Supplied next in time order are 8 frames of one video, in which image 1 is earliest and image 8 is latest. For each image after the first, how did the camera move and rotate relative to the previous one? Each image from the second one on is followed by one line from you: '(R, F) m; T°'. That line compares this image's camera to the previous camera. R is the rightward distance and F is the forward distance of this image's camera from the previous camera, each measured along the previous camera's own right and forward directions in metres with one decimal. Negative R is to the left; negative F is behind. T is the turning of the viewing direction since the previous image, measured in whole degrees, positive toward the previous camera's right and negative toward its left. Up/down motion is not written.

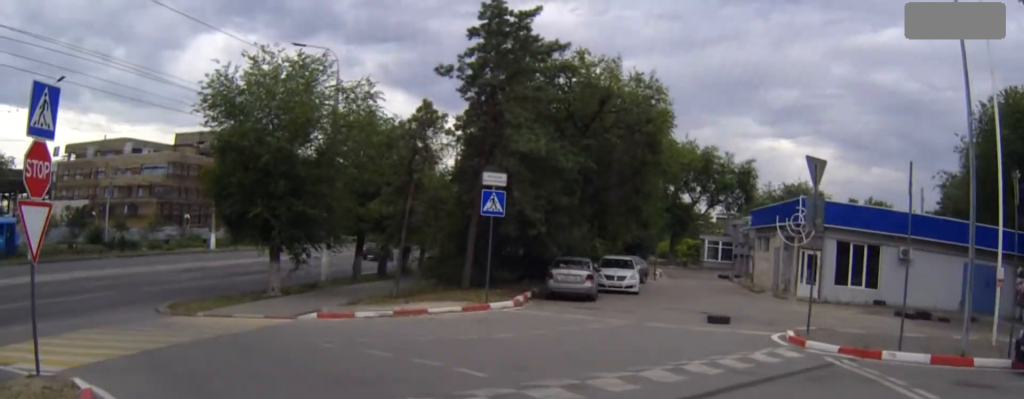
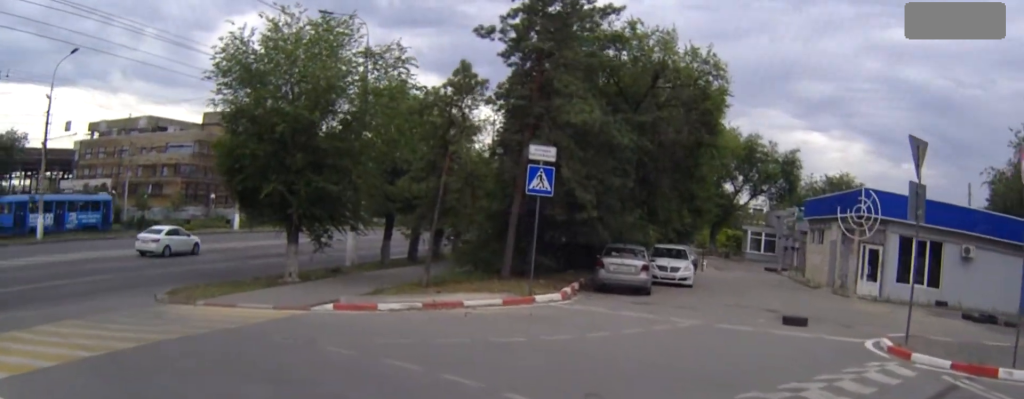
(-0.1, +3.5) m; -2°
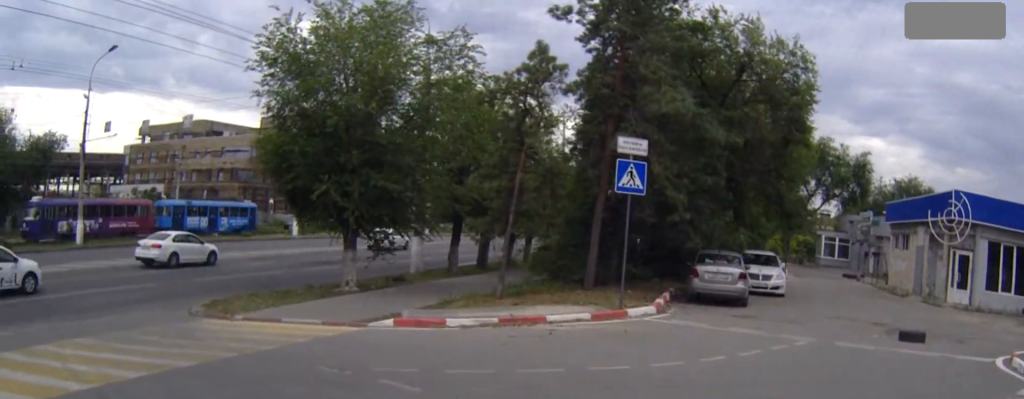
(-0.1, +3.6) m; -3°
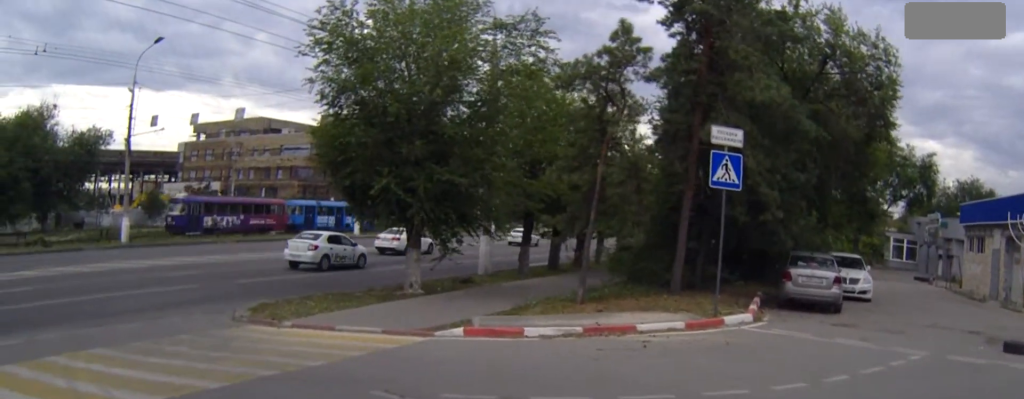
(0.0, +2.3) m; -7°
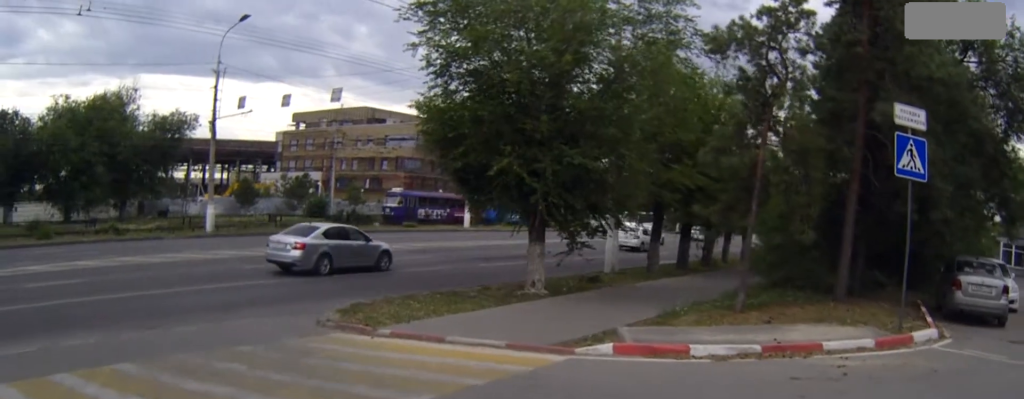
(-0.4, +3.3) m; -12°
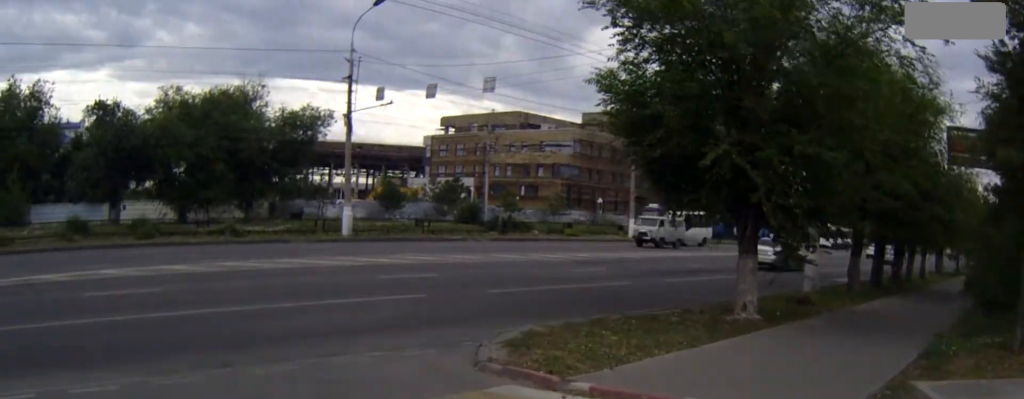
(-0.4, +4.1) m; -12°
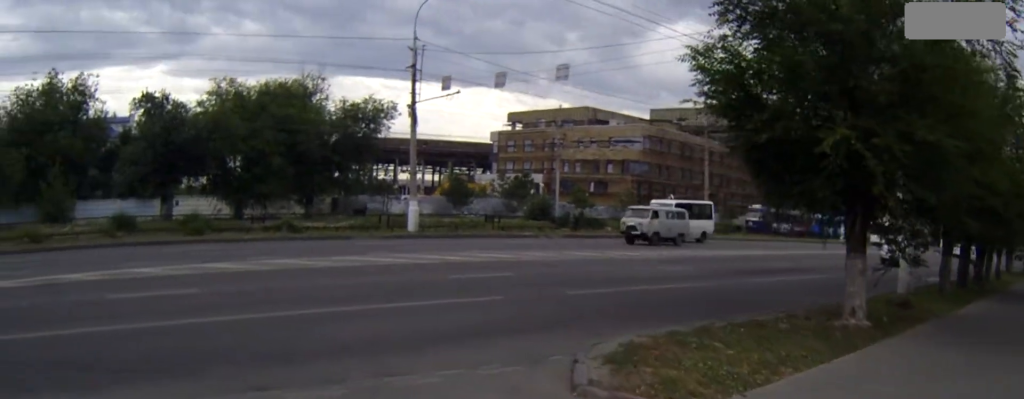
(-0.1, +1.8) m; -5°
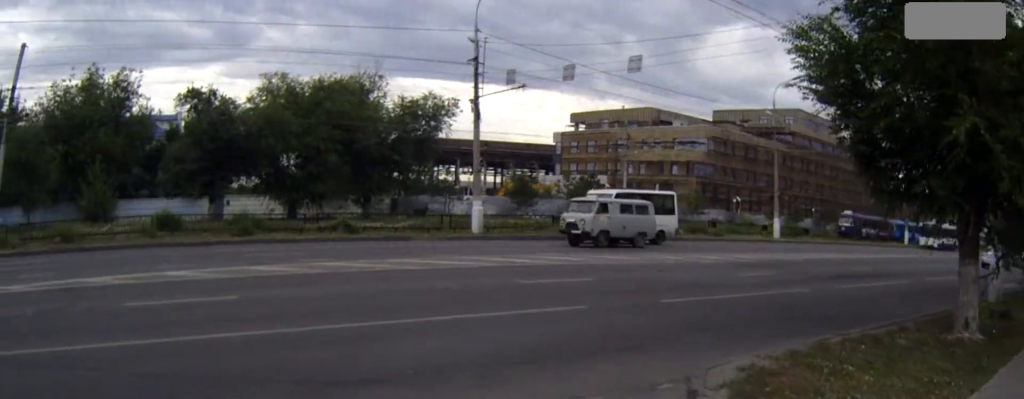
(-0.1, +2.0) m; -2°
